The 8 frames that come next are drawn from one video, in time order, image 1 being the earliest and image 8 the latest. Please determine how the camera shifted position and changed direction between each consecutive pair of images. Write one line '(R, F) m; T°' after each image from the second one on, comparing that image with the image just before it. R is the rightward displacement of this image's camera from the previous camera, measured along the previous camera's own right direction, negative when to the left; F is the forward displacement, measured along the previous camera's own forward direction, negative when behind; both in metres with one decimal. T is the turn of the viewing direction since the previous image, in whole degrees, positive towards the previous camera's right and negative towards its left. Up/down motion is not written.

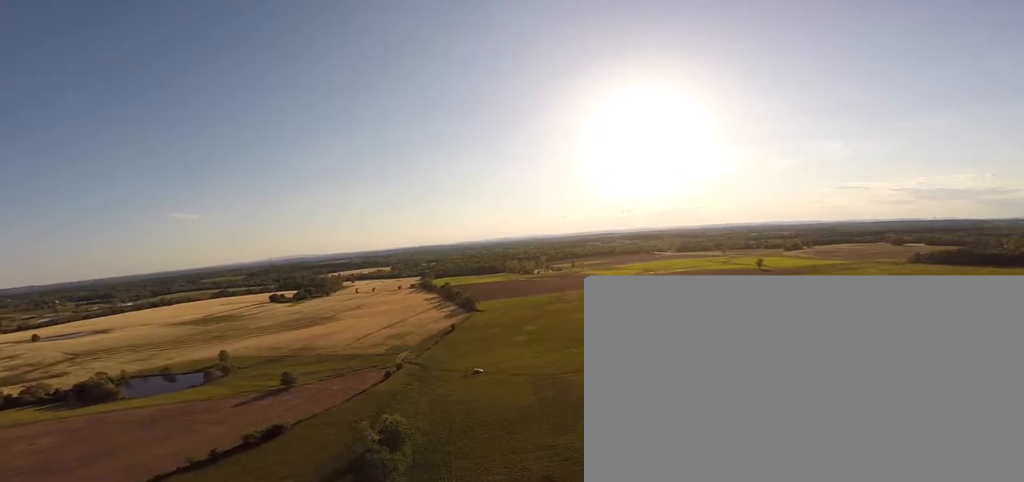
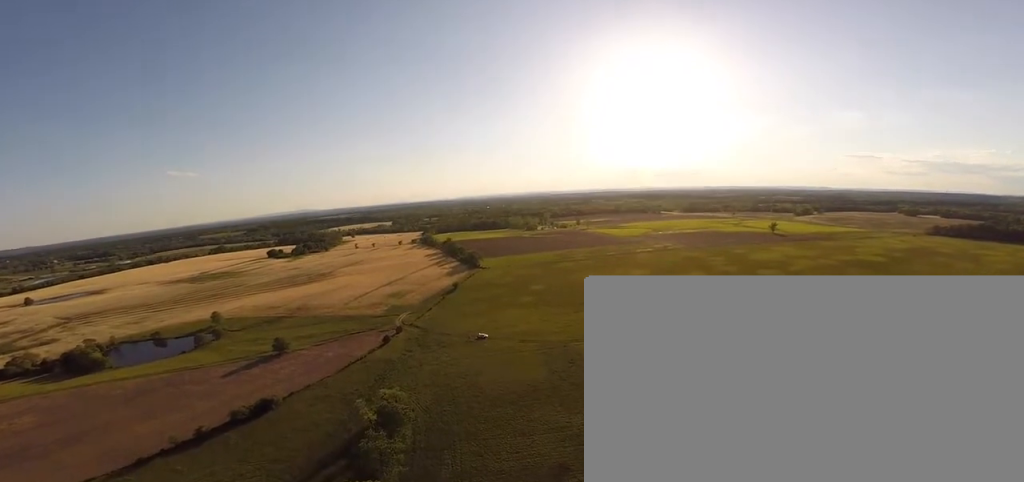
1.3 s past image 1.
(+0.4, +15.8) m; +3°
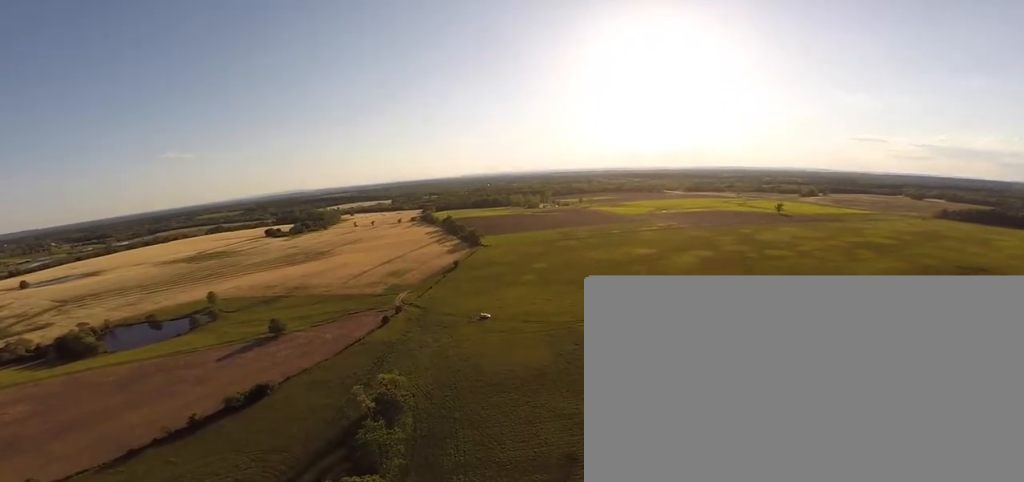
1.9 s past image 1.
(+0.1, +7.9) m; +1°
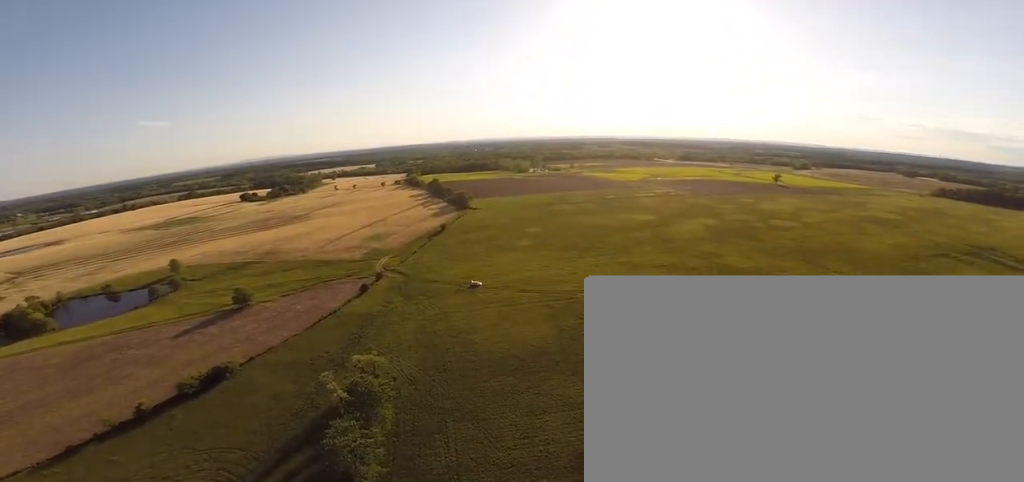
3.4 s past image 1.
(+0.3, +18.5) m; -3°
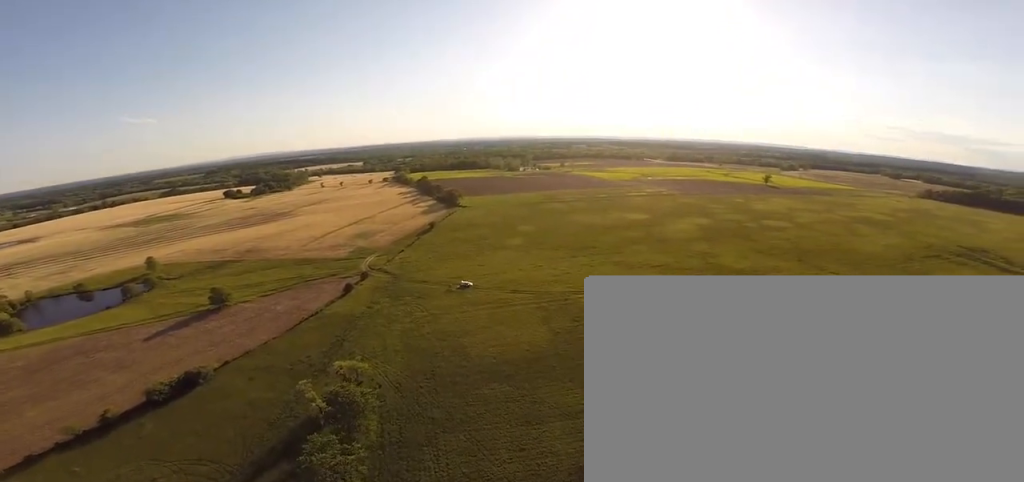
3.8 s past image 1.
(-0.1, +6.9) m; -3°
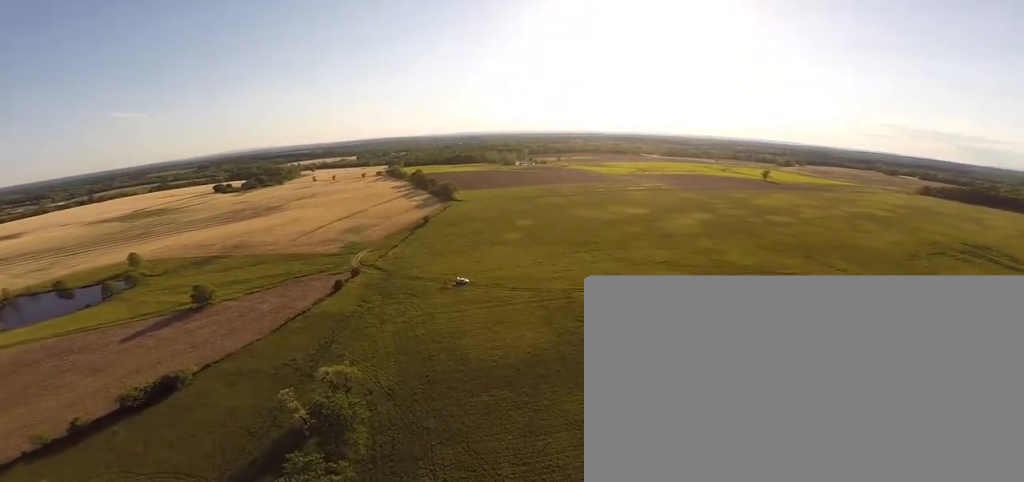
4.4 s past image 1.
(-0.2, +9.3) m; -6°
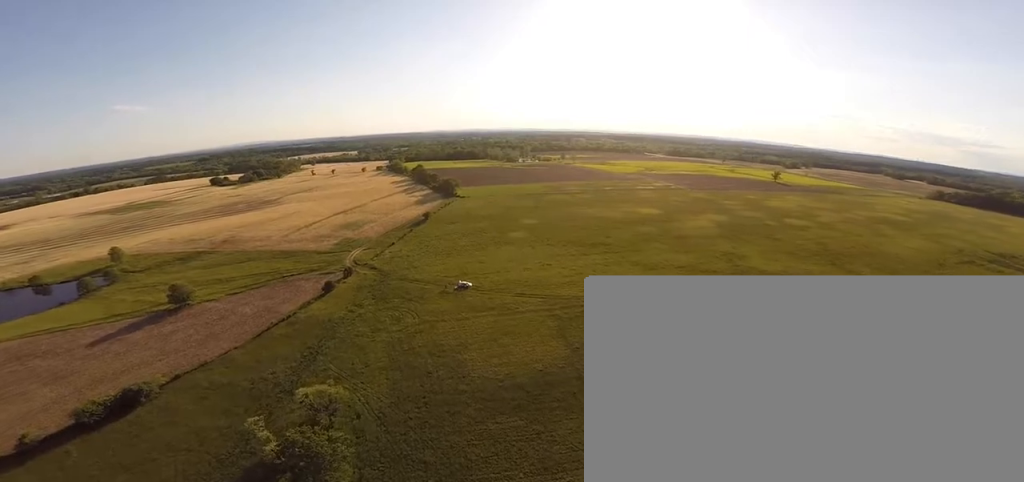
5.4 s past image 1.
(-1.7, +14.8) m; -8°
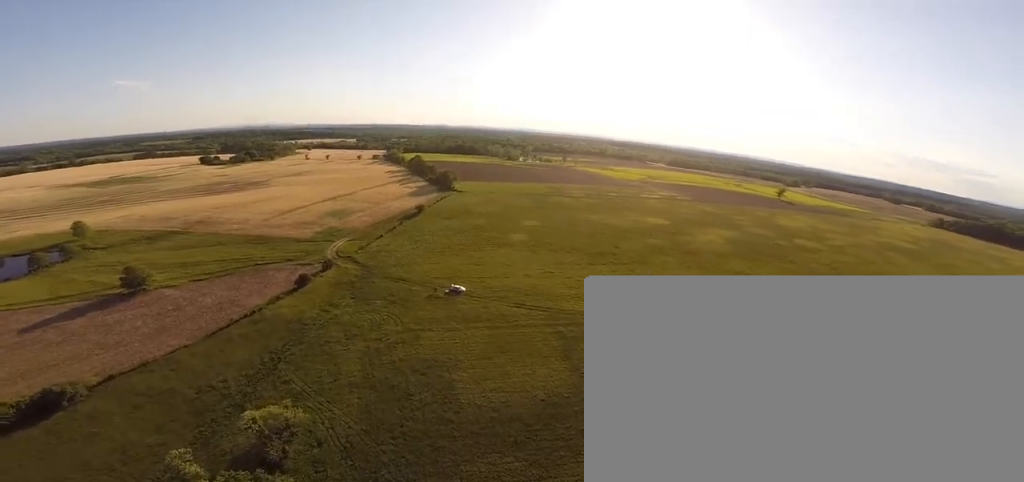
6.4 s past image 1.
(-0.5, +15.4) m; -4°
